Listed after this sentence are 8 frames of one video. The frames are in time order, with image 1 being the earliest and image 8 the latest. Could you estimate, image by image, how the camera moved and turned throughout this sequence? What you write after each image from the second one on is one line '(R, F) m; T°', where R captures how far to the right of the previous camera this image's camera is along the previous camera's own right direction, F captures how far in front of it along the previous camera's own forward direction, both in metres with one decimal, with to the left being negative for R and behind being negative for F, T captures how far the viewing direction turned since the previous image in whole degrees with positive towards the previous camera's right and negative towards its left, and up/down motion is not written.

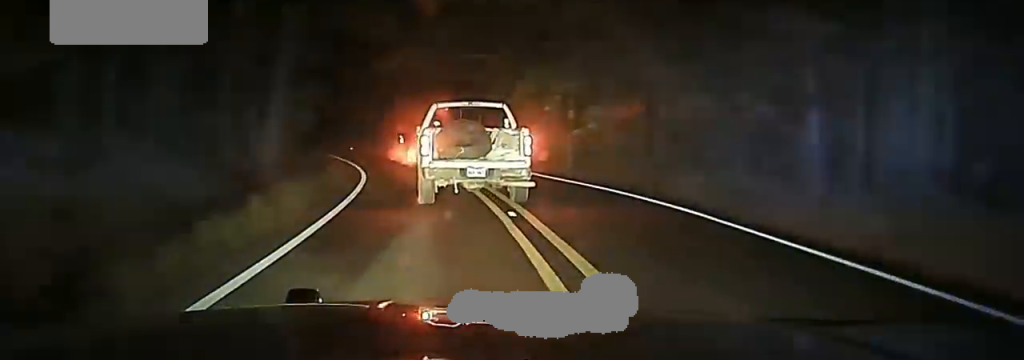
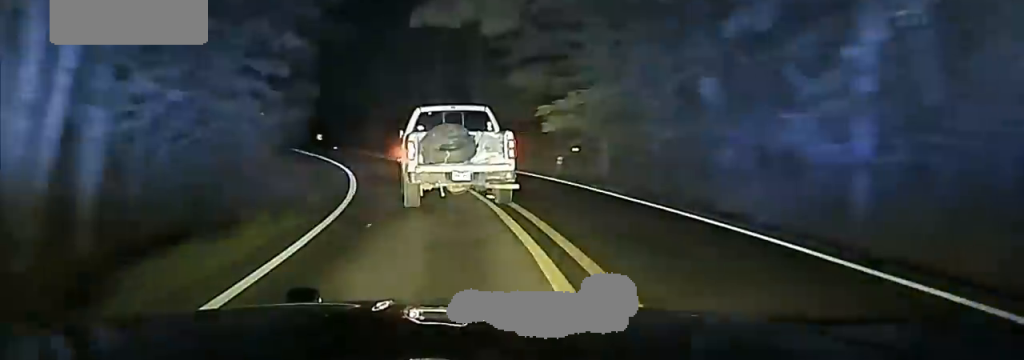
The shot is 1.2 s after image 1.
(-1.2, +20.9) m; -7°
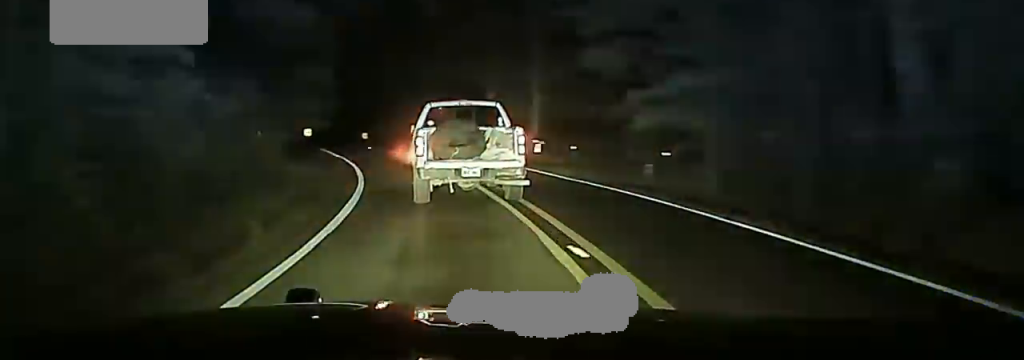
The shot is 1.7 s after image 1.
(-0.4, +10.2) m; -2°
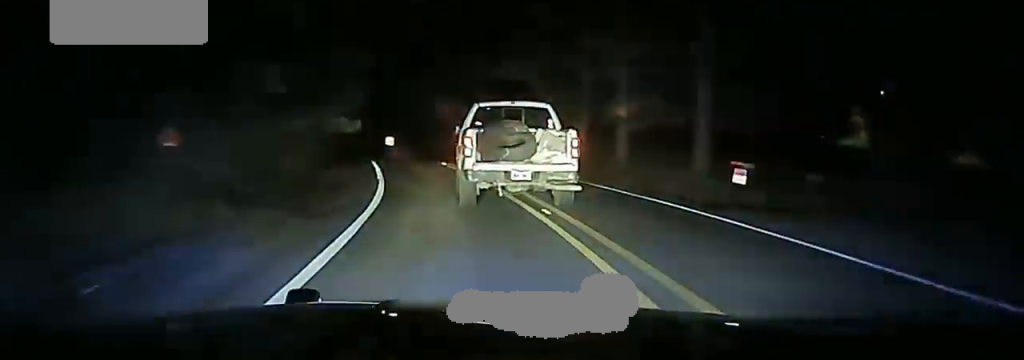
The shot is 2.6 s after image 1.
(-0.7, +19.2) m; -4°
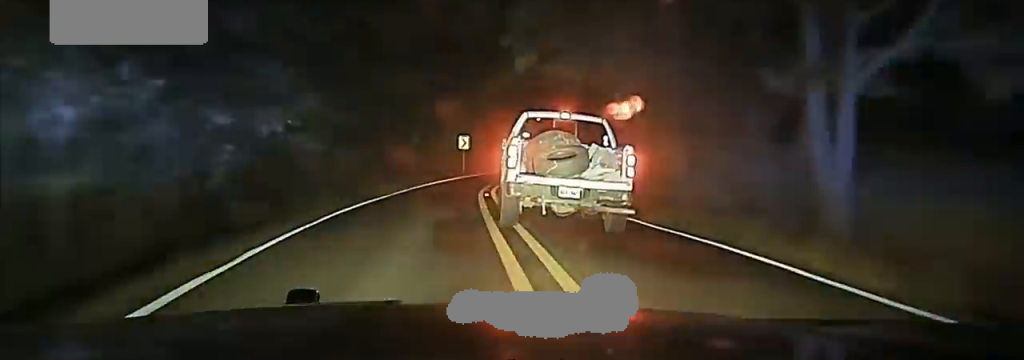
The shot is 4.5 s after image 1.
(-2.0, +37.3) m; -3°
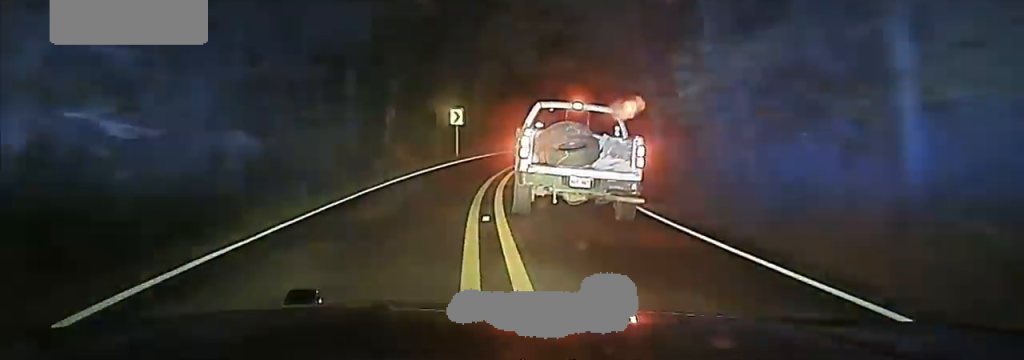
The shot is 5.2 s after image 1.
(+0.1, +12.8) m; +1°
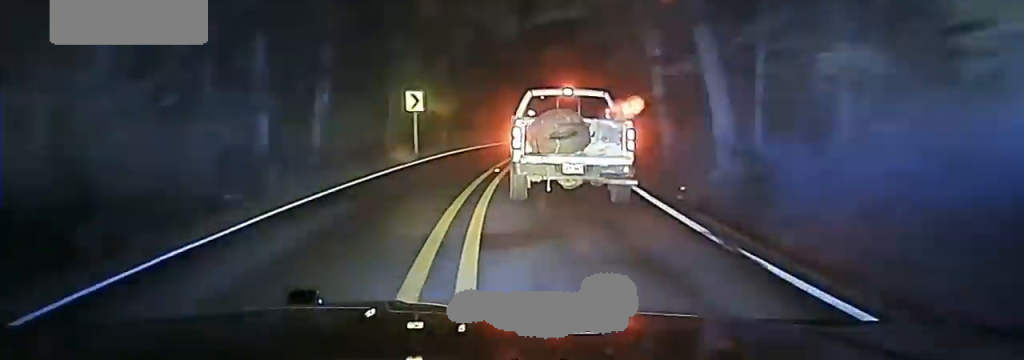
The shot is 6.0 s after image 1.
(+0.1, +10.3) m; +2°
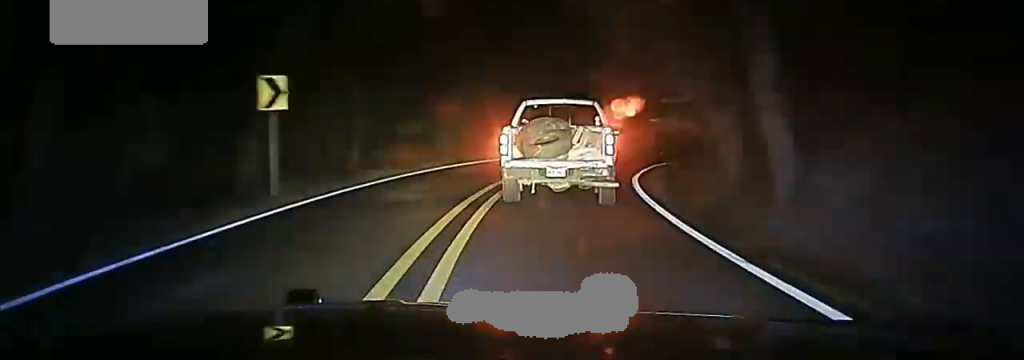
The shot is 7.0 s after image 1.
(+0.4, +14.5) m; +5°
